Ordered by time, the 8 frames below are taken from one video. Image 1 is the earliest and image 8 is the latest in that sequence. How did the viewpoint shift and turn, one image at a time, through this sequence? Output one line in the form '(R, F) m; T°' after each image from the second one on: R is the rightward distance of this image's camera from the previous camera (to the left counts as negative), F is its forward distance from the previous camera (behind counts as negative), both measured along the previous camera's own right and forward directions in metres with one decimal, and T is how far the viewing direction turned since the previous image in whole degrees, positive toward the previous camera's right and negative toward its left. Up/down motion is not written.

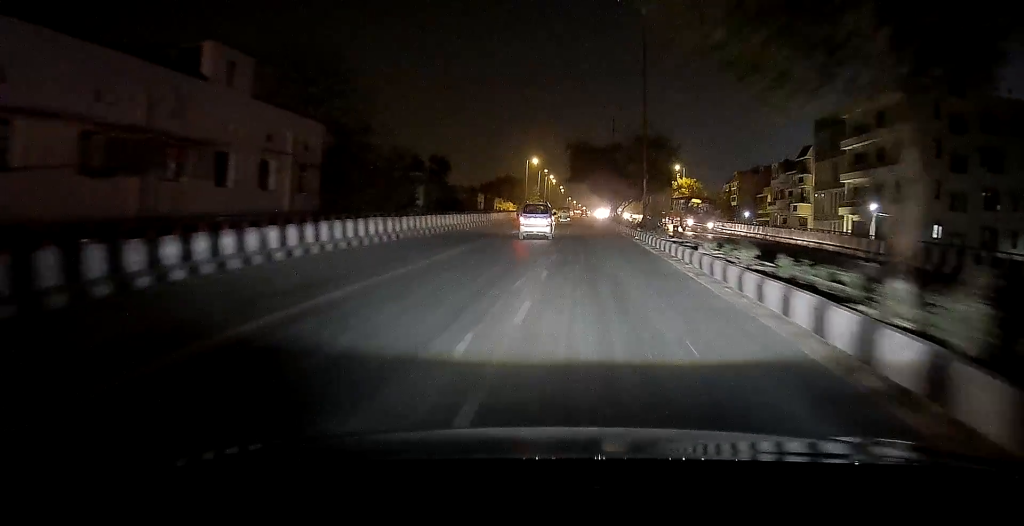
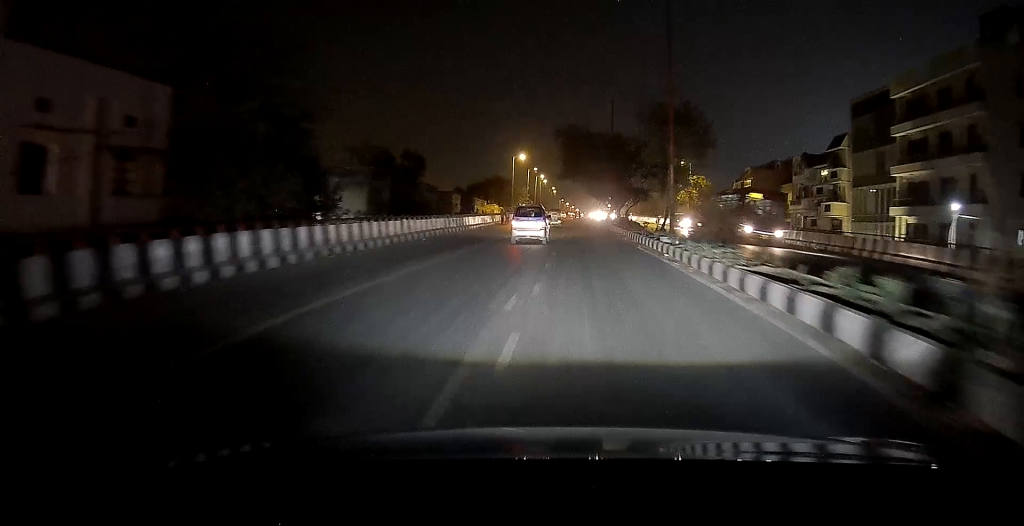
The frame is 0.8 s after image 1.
(-0.2, +10.8) m; -1°
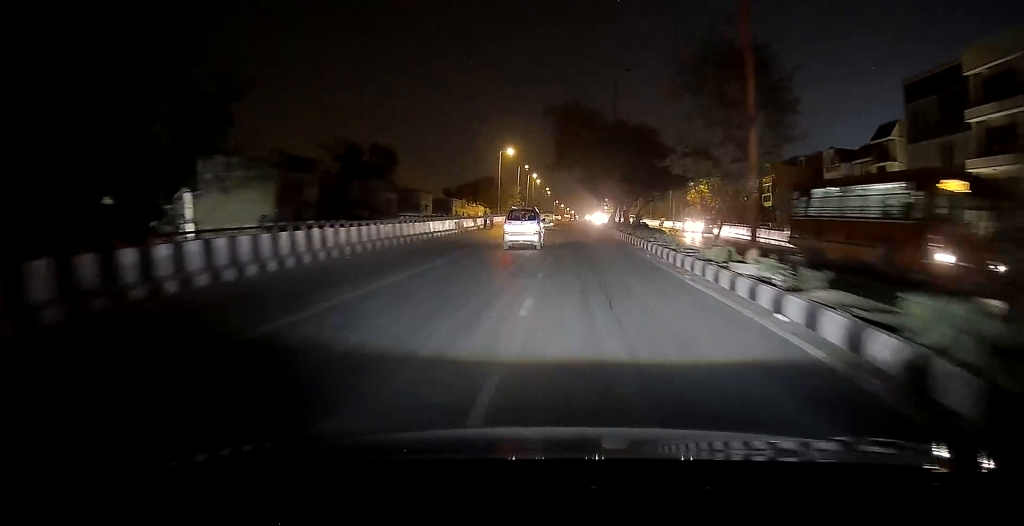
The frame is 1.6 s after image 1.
(-0.1, +10.6) m; +1°
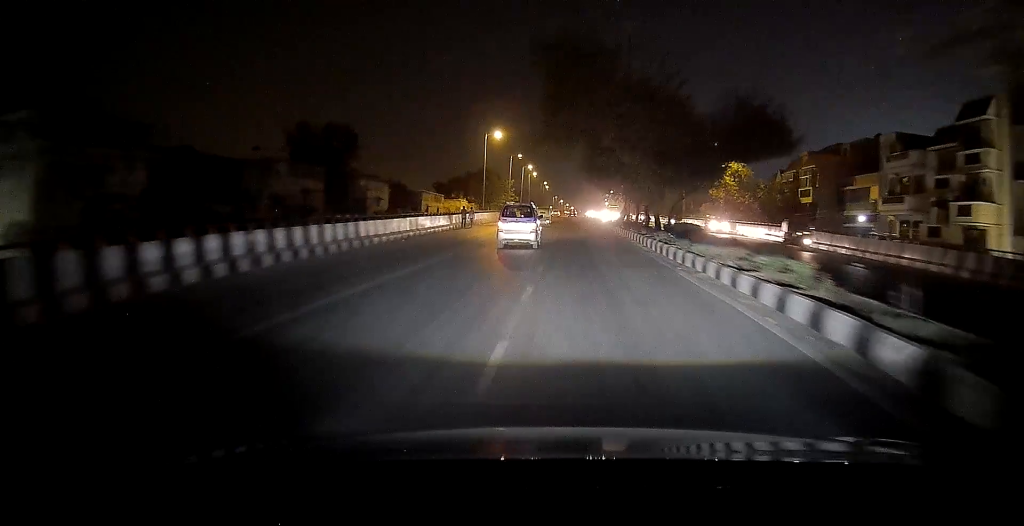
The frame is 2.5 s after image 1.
(+0.3, +12.5) m; 0°
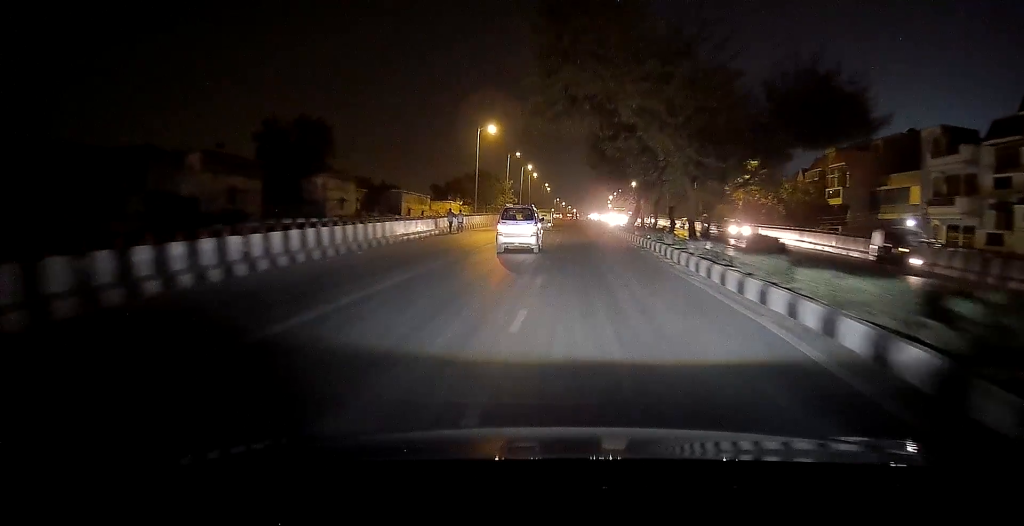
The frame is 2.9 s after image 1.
(-0.1, +6.4) m; 0°
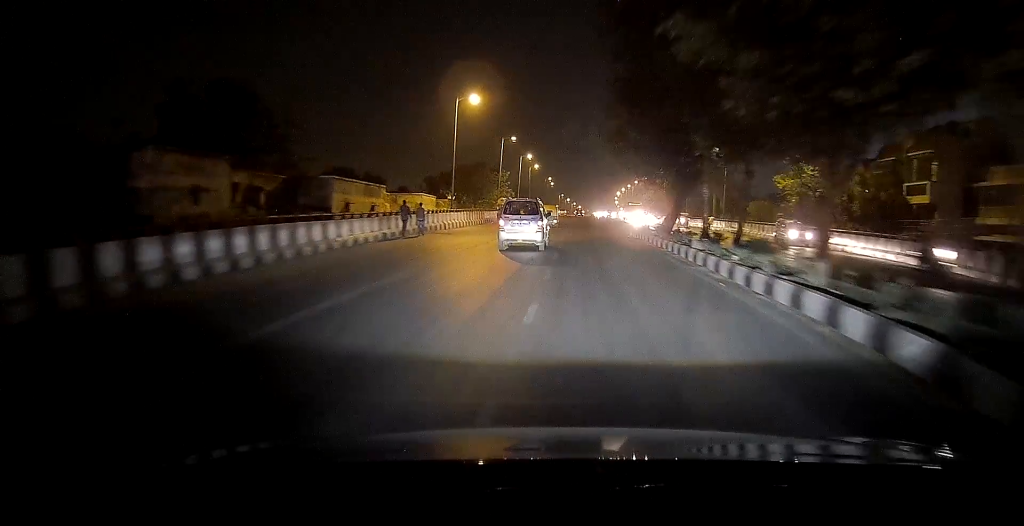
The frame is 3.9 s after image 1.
(-0.1, +13.2) m; +1°
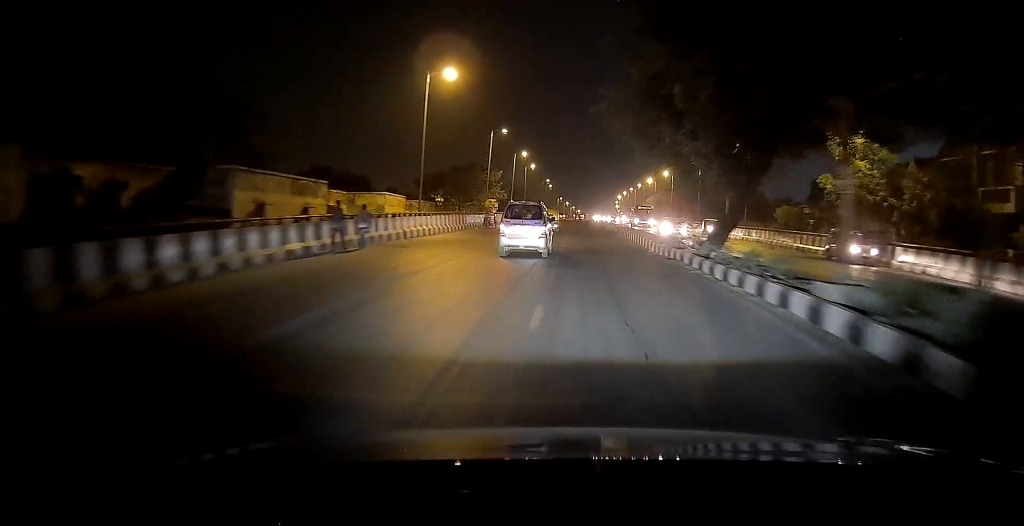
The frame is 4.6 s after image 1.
(+0.2, +9.1) m; +1°
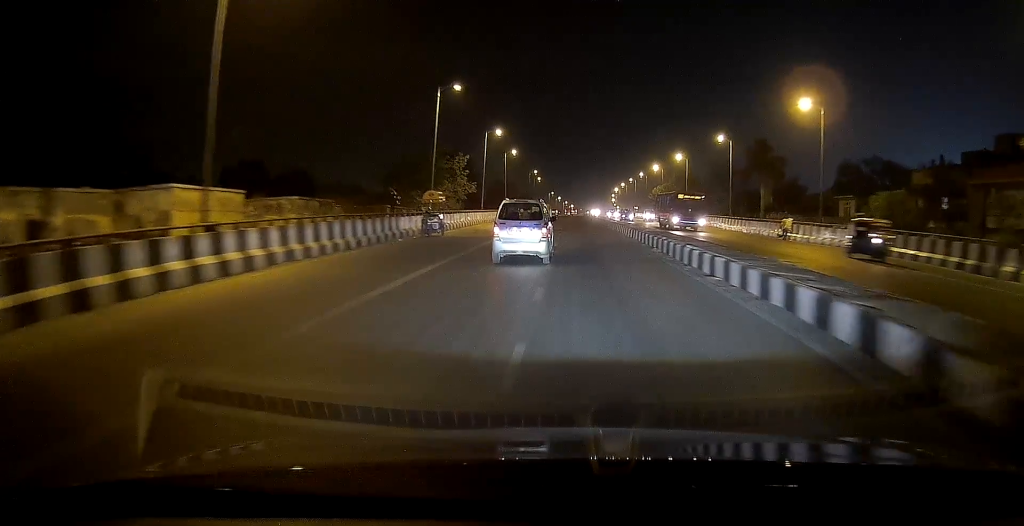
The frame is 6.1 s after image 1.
(0.0, +20.2) m; -1°
